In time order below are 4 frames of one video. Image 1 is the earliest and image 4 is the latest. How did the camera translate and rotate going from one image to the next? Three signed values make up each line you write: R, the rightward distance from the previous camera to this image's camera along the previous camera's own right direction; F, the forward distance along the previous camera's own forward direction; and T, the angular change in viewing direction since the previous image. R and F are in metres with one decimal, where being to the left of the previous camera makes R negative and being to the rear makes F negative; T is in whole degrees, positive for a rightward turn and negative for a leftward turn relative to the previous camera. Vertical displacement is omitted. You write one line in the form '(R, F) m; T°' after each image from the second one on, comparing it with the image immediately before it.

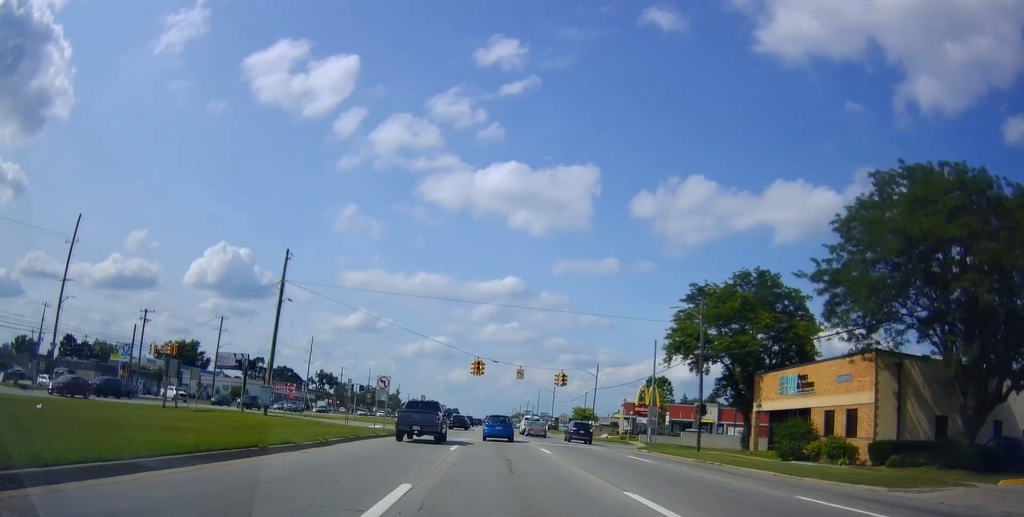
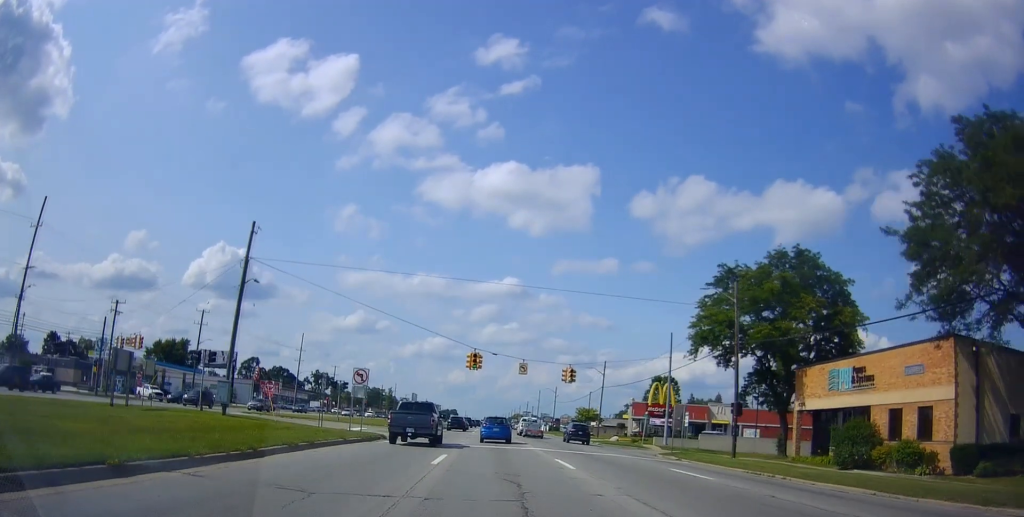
(+0.1, +6.6) m; 0°
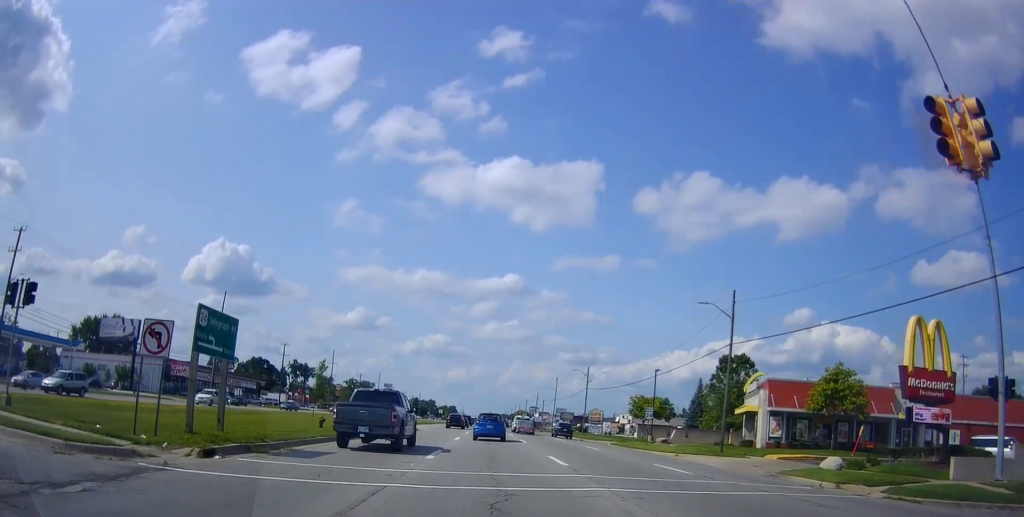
(+1.2, +42.8) m; +3°
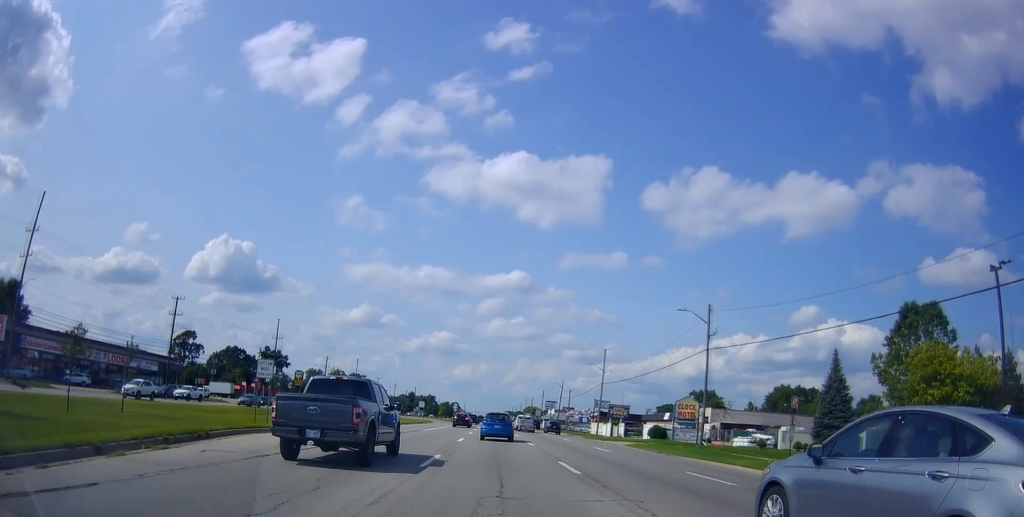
(-1.2, +48.5) m; -2°
